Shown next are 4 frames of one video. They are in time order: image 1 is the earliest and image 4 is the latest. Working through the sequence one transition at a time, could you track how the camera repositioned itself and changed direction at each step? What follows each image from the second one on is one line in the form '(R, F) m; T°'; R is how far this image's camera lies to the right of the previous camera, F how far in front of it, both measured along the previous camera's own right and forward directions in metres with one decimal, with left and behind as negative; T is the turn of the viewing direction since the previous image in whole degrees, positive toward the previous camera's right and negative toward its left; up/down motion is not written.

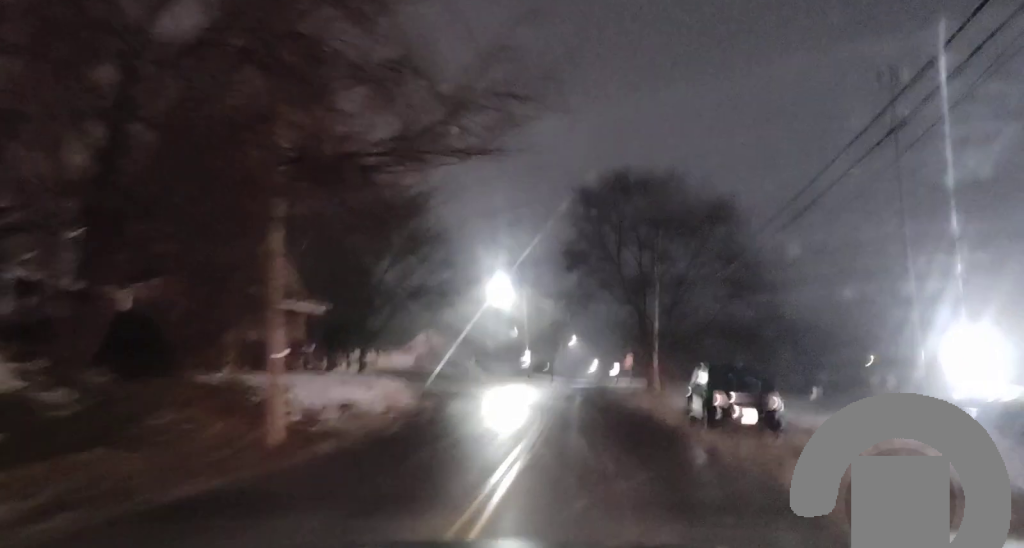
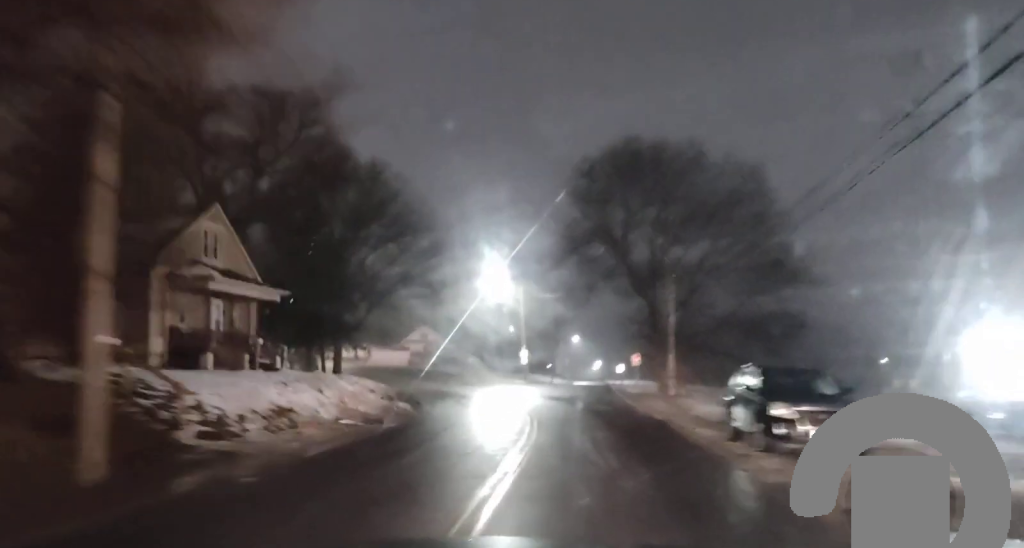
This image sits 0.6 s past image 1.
(0.0, +6.9) m; 0°
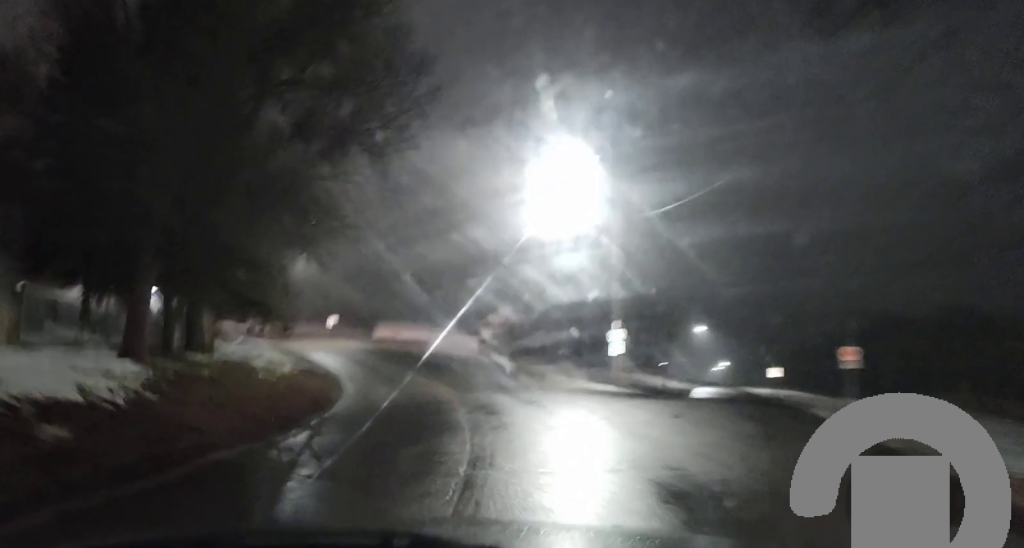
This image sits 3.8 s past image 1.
(-2.4, +35.1) m; -10°
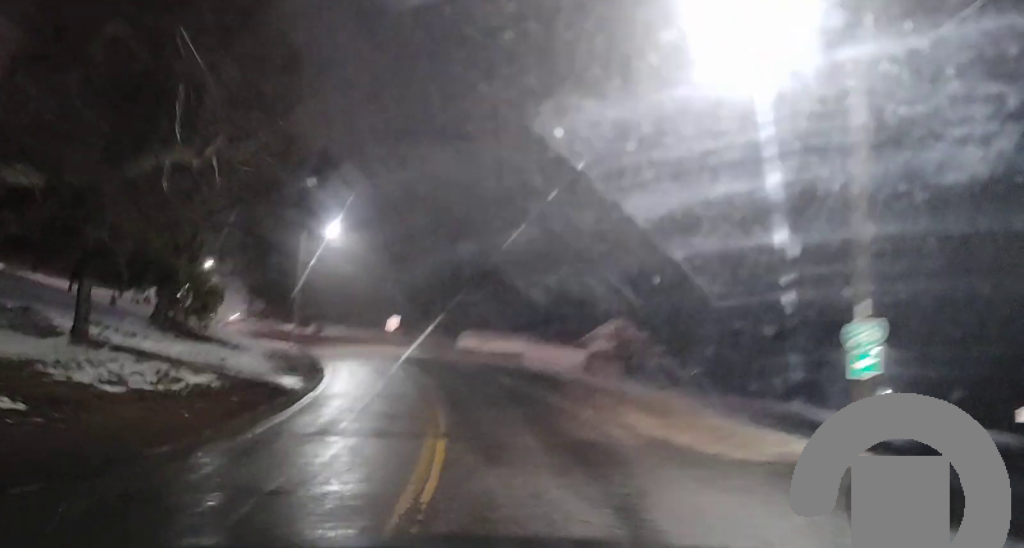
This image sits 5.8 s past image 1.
(-0.8, +21.8) m; -5°
